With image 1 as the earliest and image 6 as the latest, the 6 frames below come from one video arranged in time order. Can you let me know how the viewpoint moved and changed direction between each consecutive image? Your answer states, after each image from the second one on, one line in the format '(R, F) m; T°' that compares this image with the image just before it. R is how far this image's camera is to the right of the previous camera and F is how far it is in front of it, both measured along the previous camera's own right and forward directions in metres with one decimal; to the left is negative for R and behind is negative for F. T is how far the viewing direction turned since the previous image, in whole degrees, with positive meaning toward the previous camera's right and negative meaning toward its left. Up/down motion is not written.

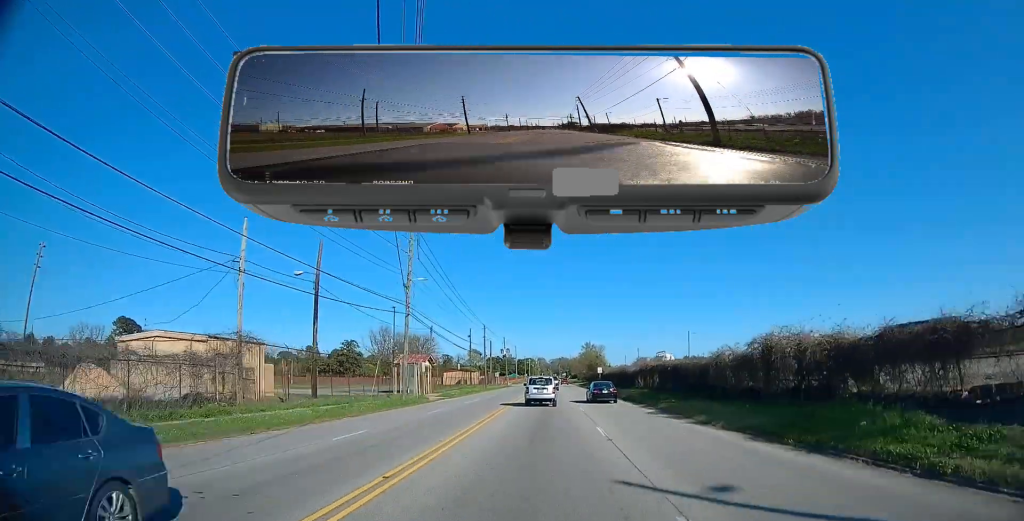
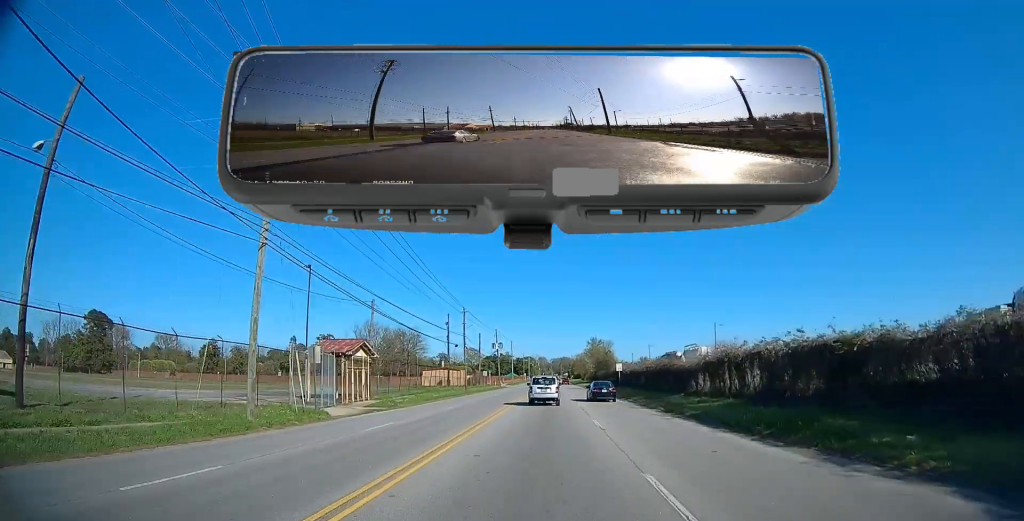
(0.0, +21.3) m; -1°
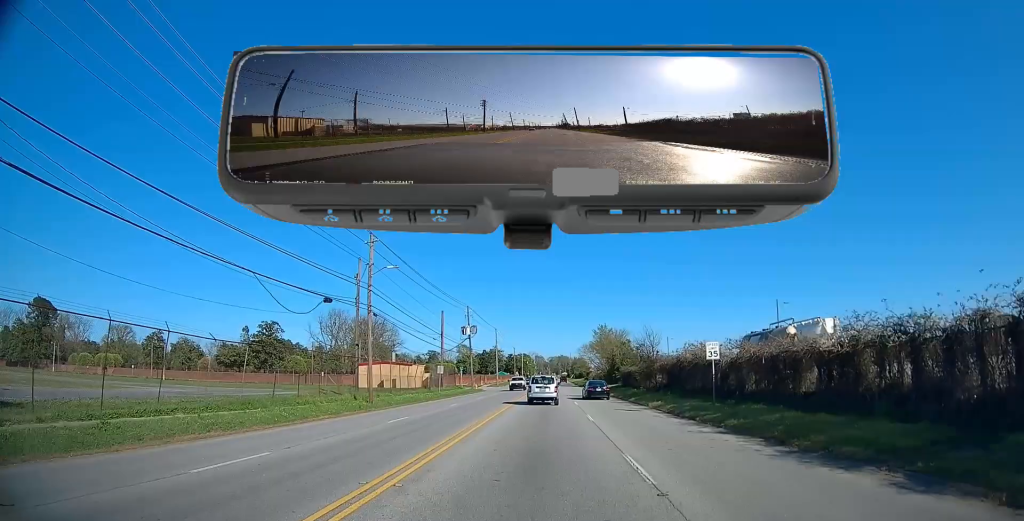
(+0.2, +34.3) m; +1°
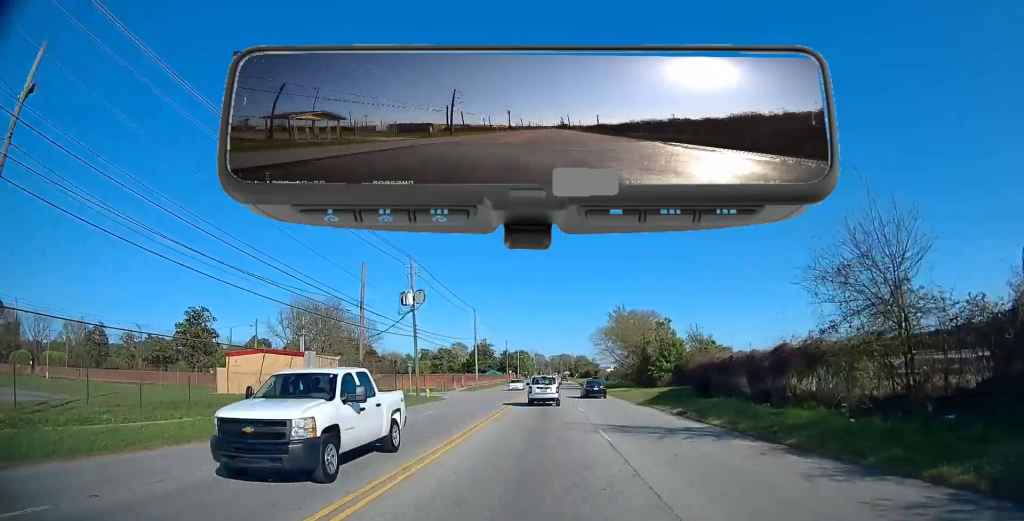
(0.0, +31.0) m; 0°
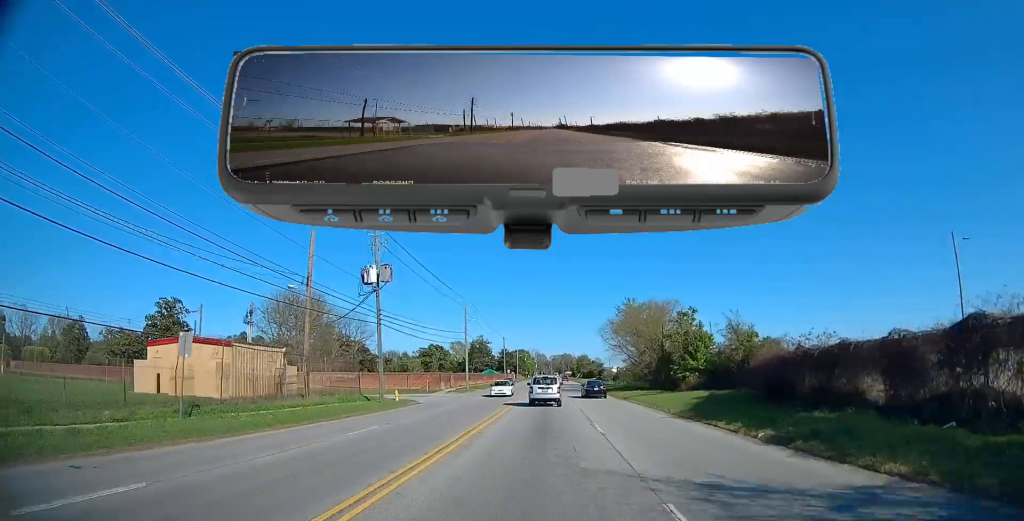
(+0.1, +9.9) m; 0°
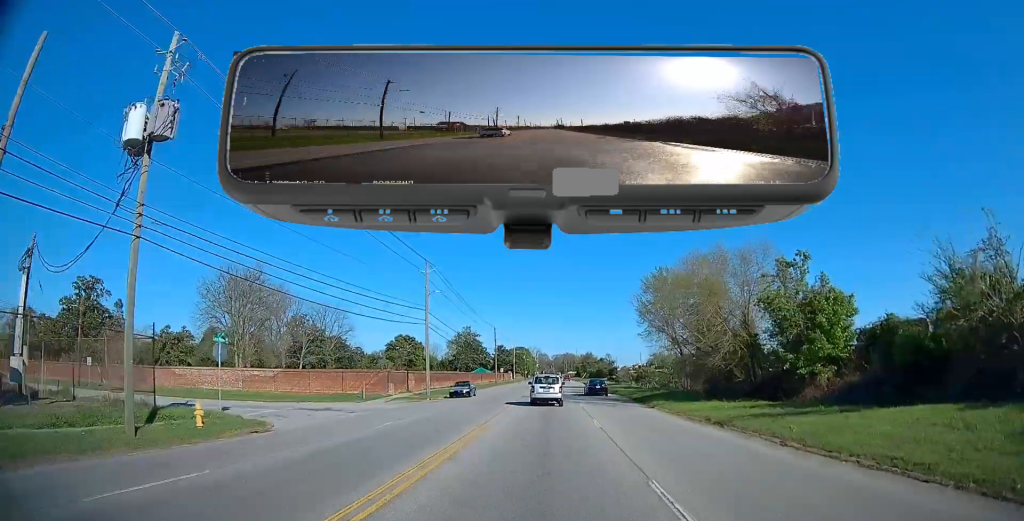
(-0.3, +22.9) m; -1°
